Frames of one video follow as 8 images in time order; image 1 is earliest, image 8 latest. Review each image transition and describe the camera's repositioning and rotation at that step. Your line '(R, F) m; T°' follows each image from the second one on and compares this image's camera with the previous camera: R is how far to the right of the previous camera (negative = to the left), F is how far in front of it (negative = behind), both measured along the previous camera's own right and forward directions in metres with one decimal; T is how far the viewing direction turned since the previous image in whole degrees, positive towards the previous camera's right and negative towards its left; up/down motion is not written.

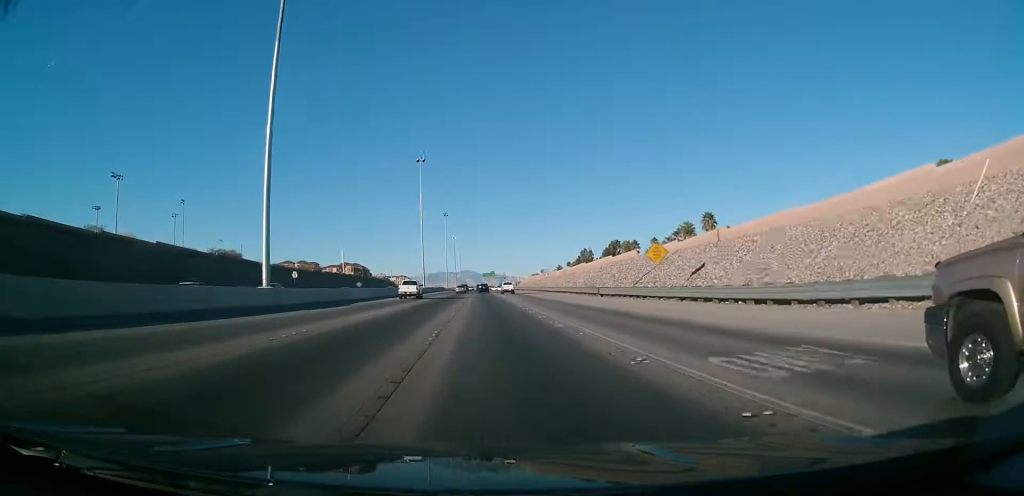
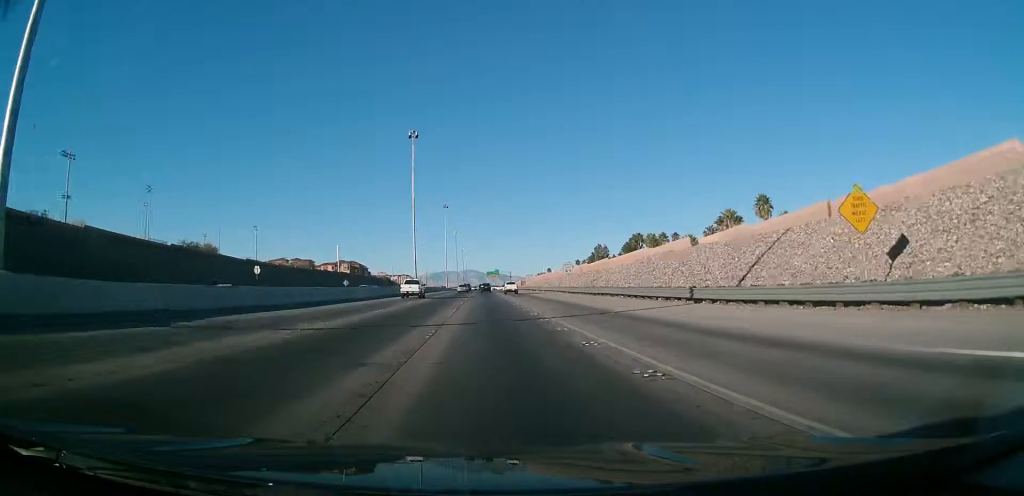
(0.0, +24.1) m; -1°
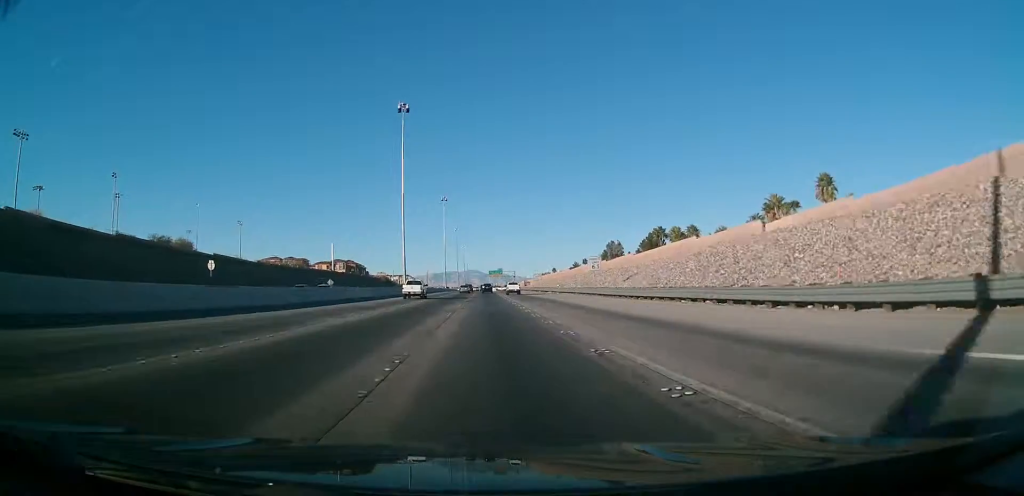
(0.0, +19.7) m; 0°
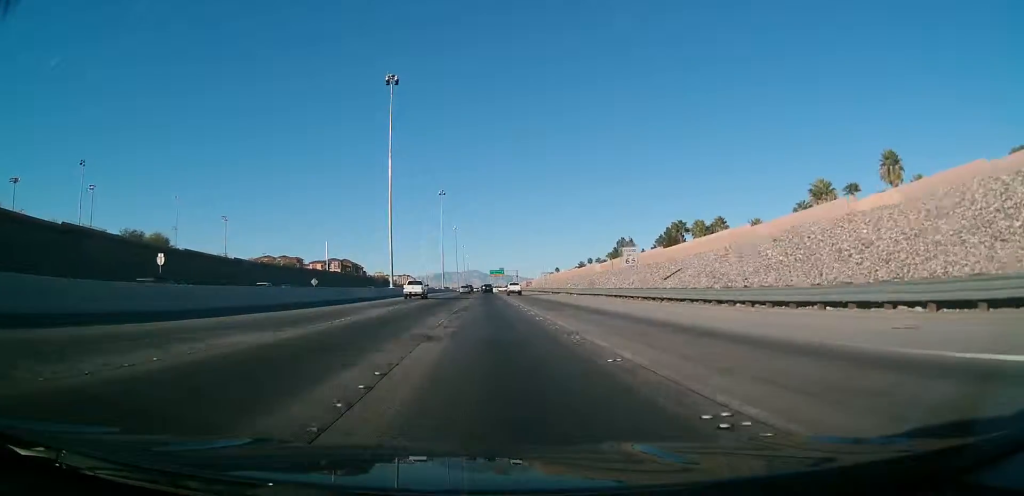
(-0.3, +15.3) m; 0°
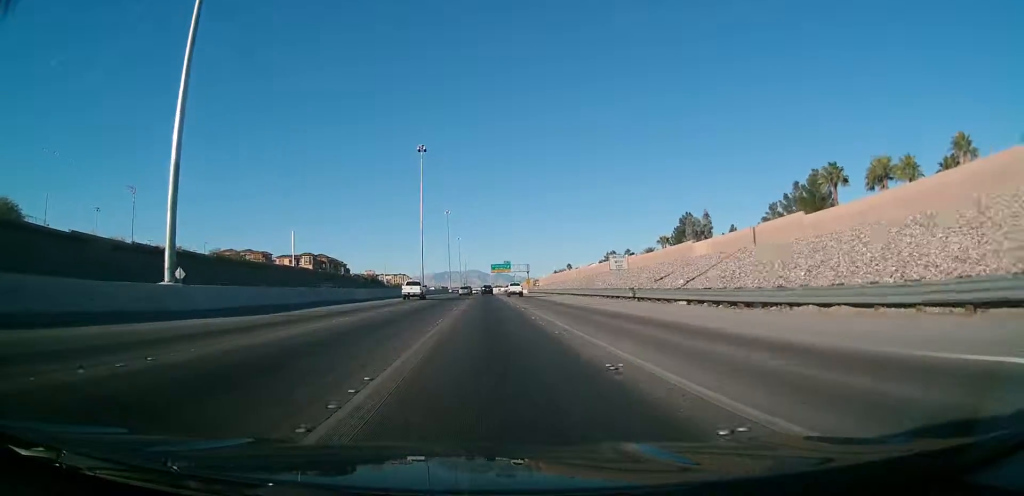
(0.0, +64.2) m; 0°
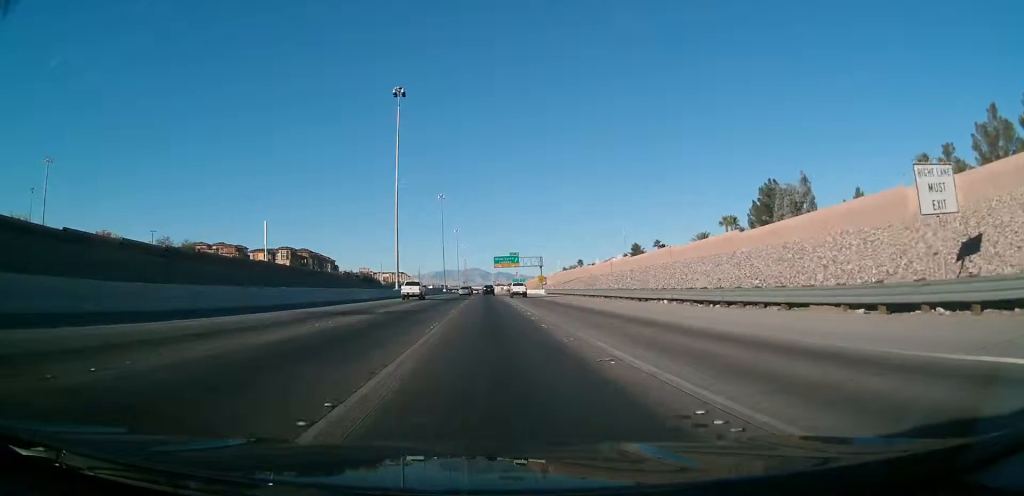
(+0.2, +40.0) m; 0°
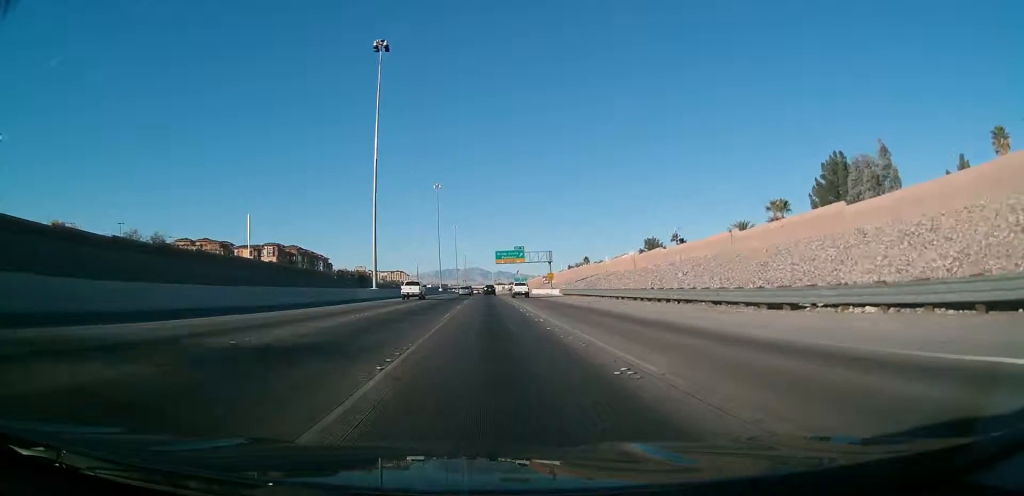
(-0.2, +19.5) m; 0°
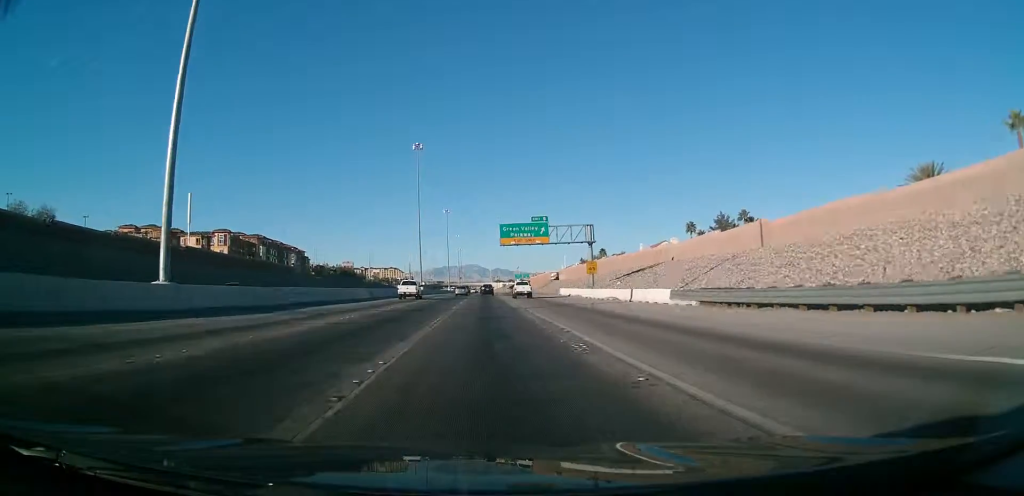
(+0.4, +50.9) m; +1°
